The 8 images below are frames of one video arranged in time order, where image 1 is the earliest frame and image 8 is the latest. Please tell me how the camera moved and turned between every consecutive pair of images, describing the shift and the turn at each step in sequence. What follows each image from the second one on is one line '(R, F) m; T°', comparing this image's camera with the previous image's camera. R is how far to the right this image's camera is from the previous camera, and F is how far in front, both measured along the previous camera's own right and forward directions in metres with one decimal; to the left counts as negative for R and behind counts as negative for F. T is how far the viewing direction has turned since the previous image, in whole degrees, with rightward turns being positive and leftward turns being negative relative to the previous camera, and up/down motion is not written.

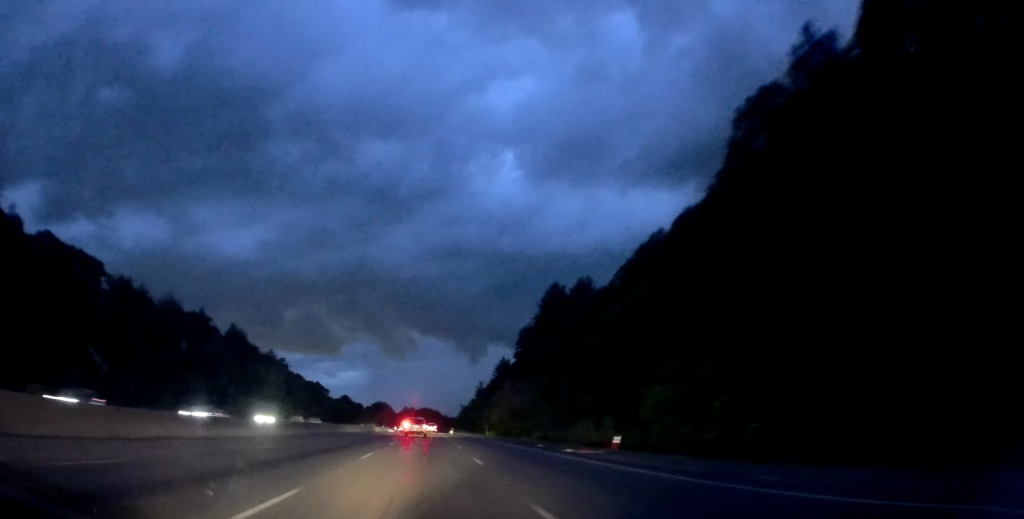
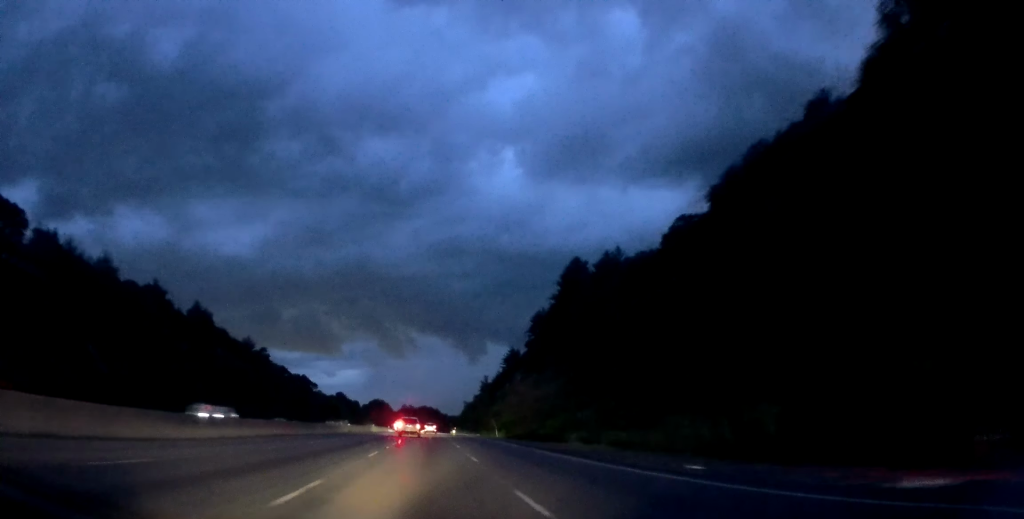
(+0.1, +22.6) m; +1°
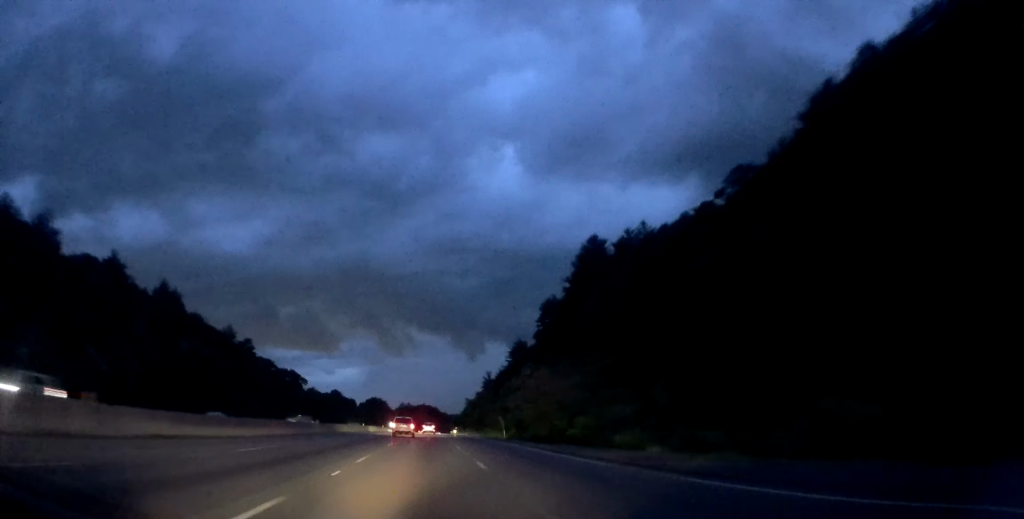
(+0.2, +15.0) m; 0°
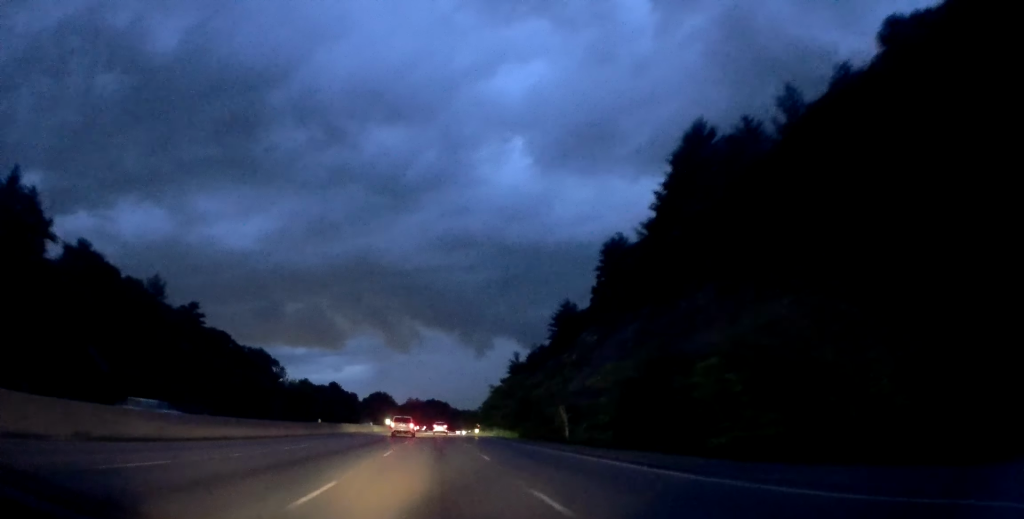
(-0.2, +45.1) m; -1°
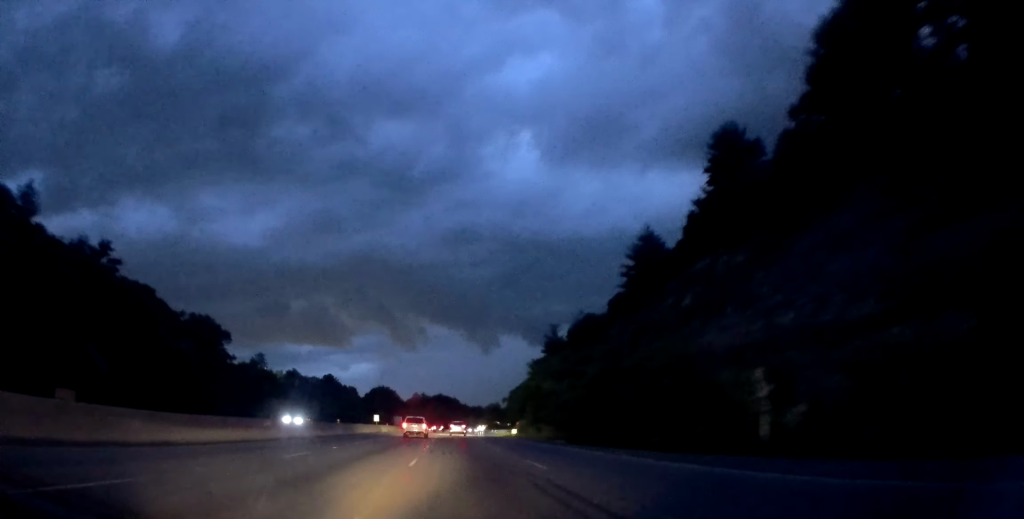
(-0.2, +39.7) m; -1°
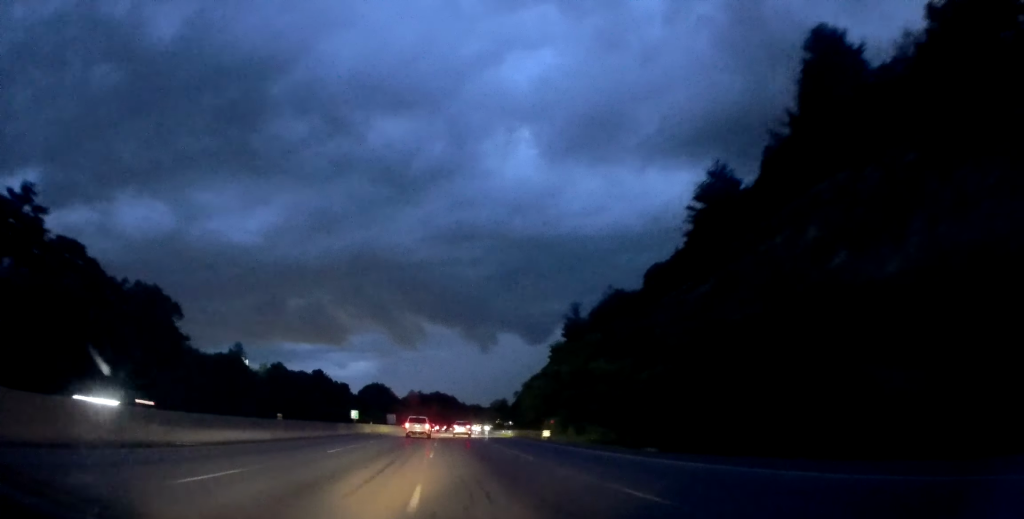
(-0.4, +21.5) m; 0°
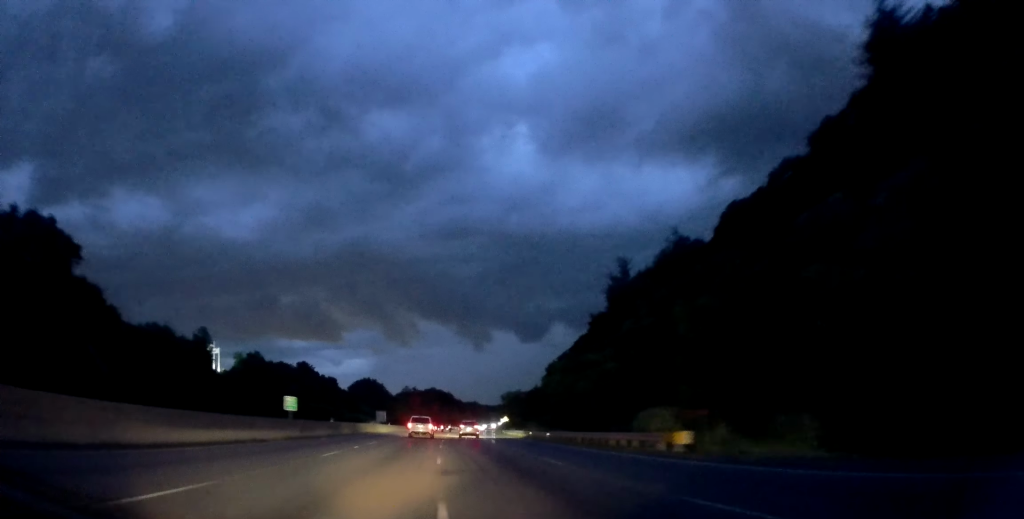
(+0.3, +26.8) m; +1°
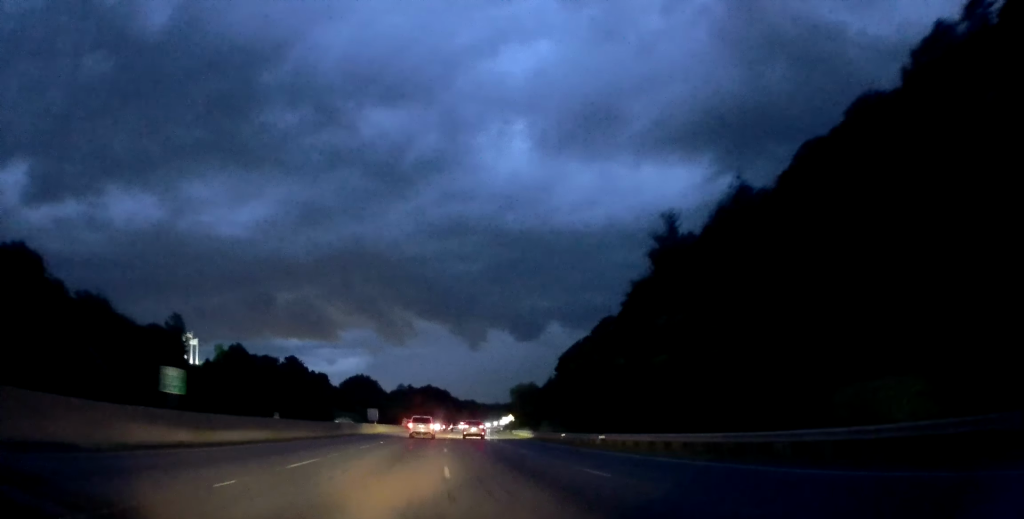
(+0.1, +16.1) m; 0°
